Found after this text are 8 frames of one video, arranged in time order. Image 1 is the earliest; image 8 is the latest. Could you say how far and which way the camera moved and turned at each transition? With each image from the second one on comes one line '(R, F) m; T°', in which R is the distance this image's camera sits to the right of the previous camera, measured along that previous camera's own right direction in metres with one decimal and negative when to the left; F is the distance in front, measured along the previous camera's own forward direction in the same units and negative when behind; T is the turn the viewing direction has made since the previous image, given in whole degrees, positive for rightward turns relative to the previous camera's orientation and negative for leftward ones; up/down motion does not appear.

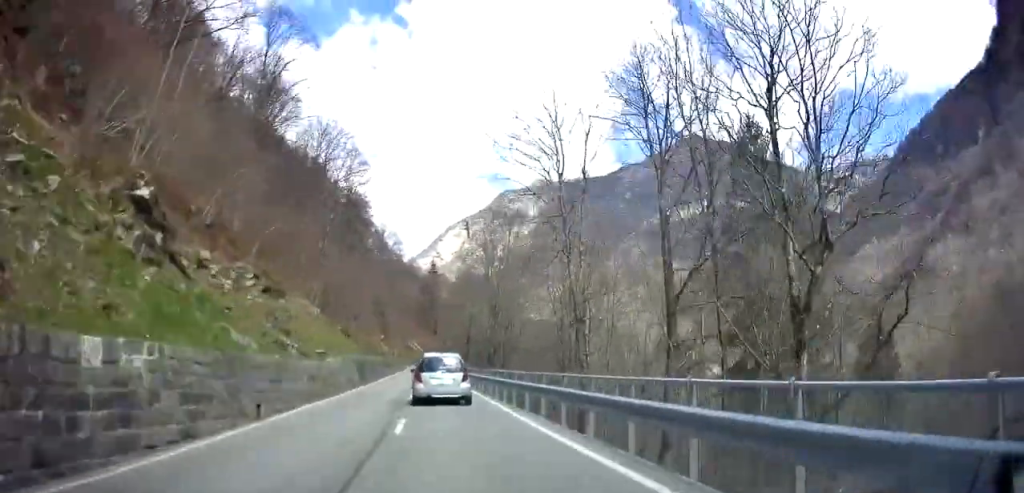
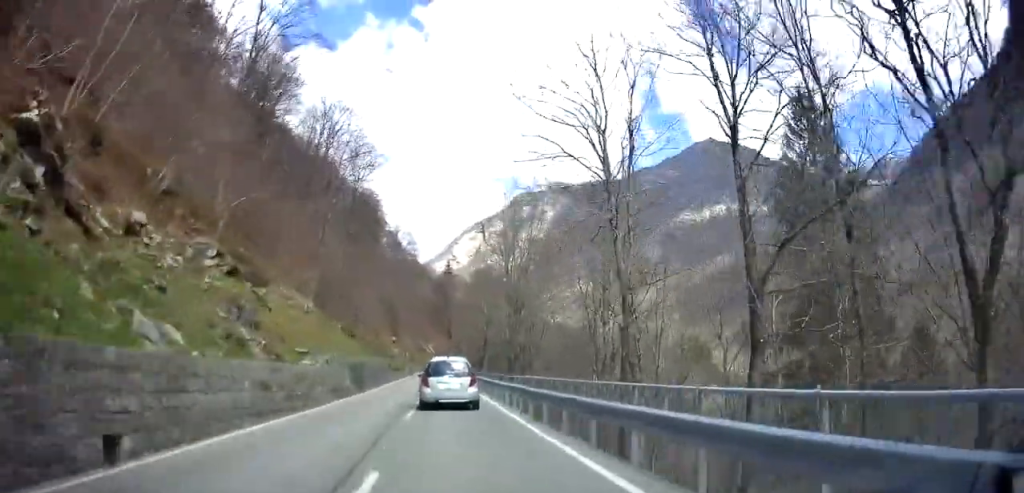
(-0.1, +6.7) m; -1°
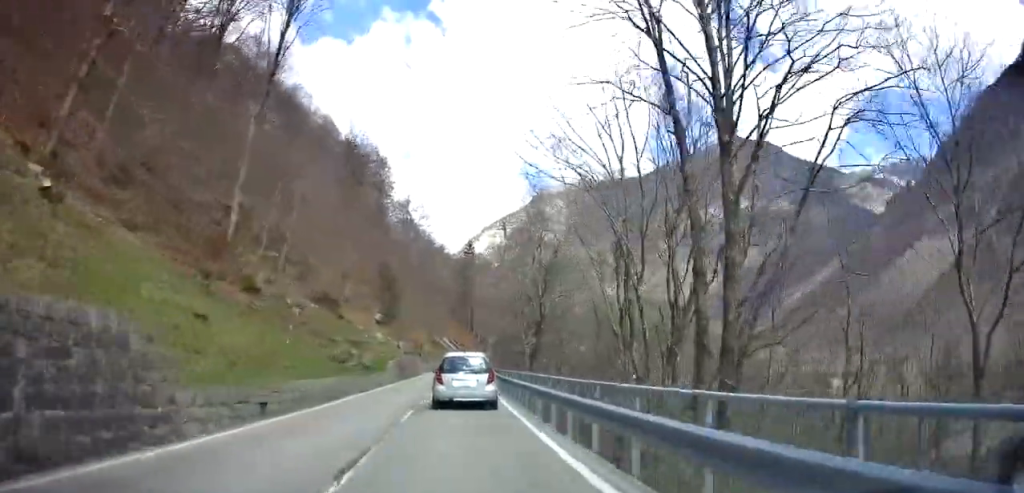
(-0.9, +38.7) m; 0°
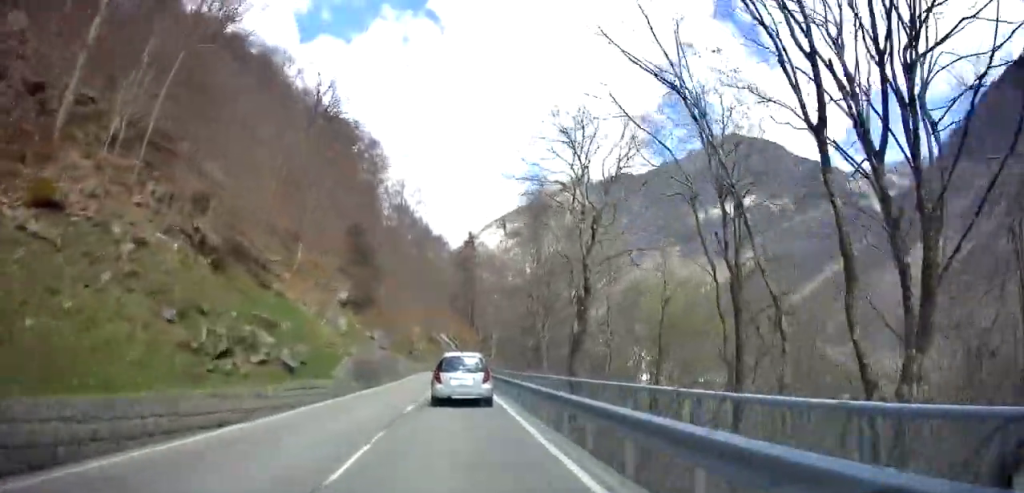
(0.0, +17.1) m; -1°
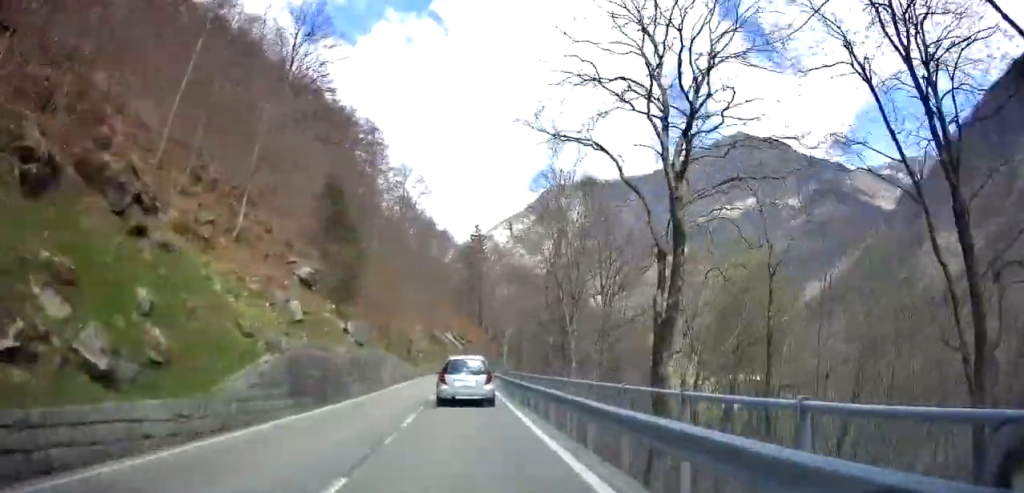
(-0.2, +12.1) m; -1°
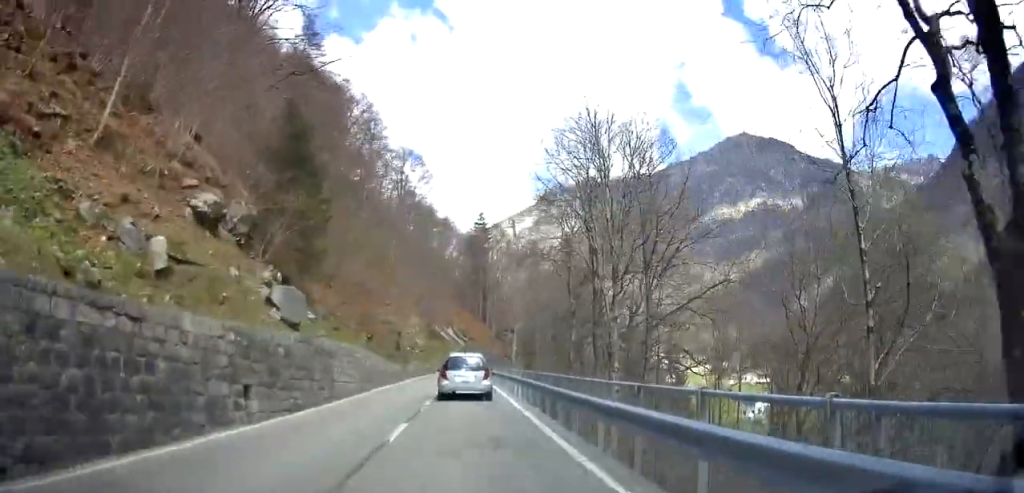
(-0.1, +12.0) m; 0°
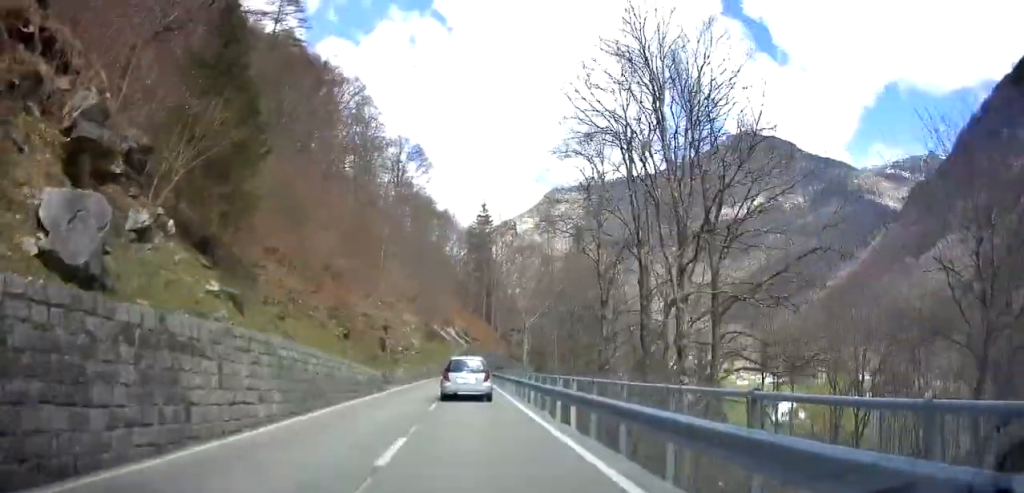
(+0.1, +10.9) m; +1°
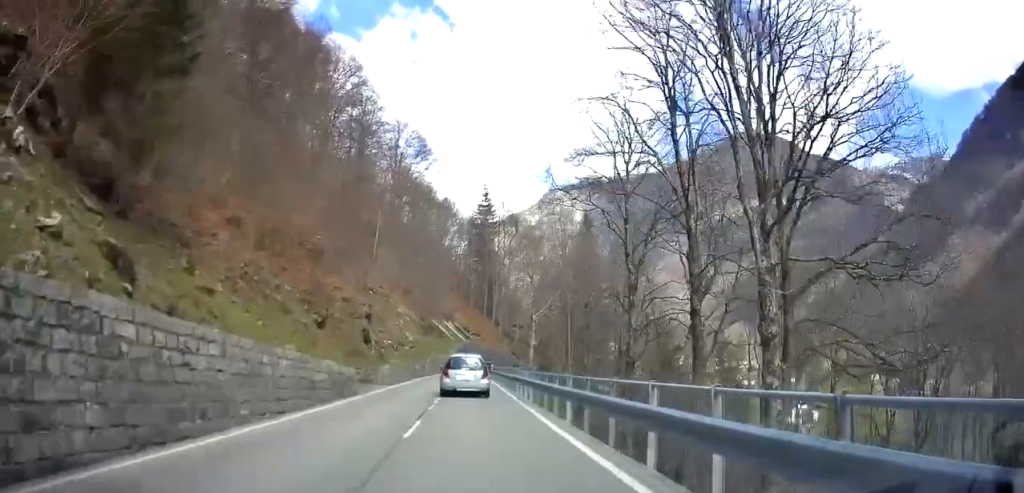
(0.0, +6.9) m; 0°
